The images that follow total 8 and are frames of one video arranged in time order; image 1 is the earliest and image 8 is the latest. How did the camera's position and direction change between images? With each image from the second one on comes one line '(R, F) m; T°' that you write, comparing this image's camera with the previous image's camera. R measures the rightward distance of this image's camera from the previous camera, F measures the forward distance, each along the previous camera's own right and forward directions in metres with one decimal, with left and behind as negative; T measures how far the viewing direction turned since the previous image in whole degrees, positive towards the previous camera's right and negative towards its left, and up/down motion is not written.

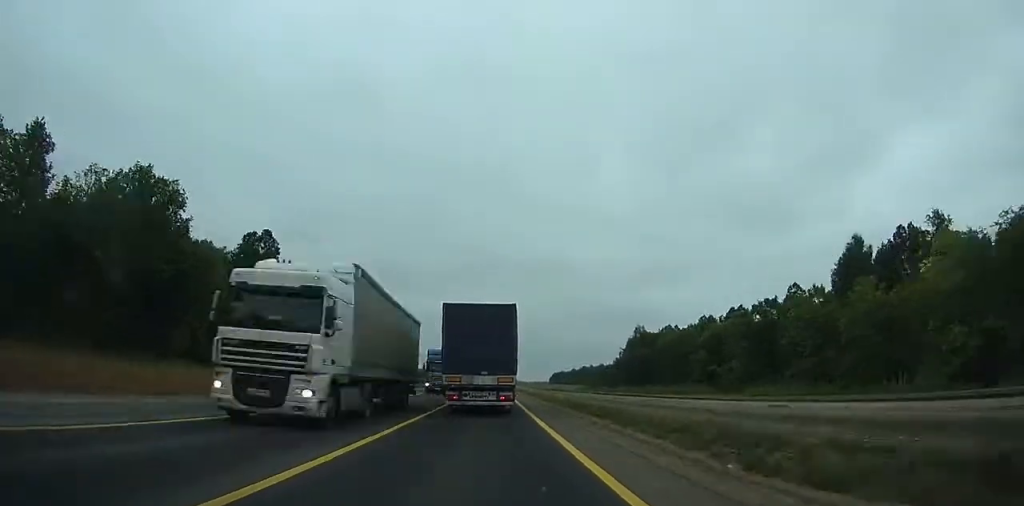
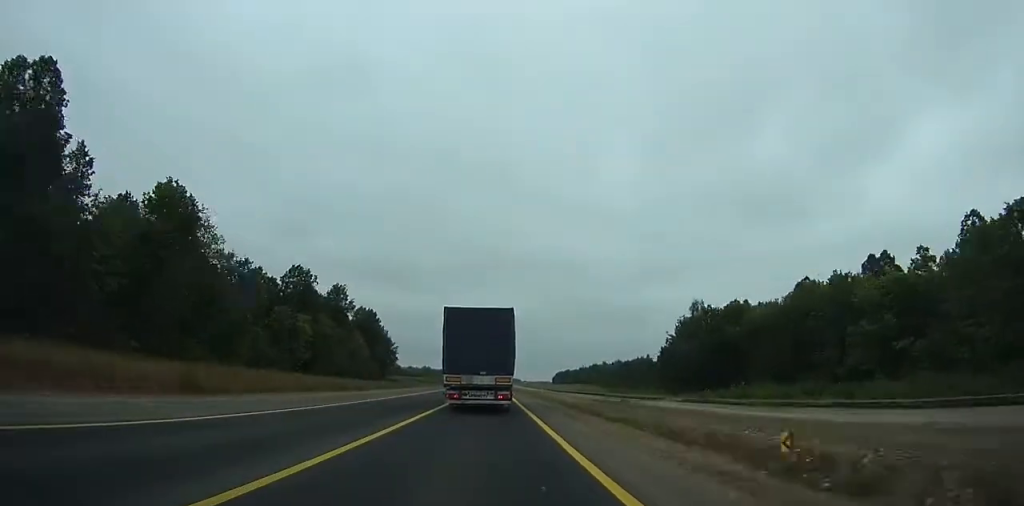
(0.0, +51.5) m; 0°
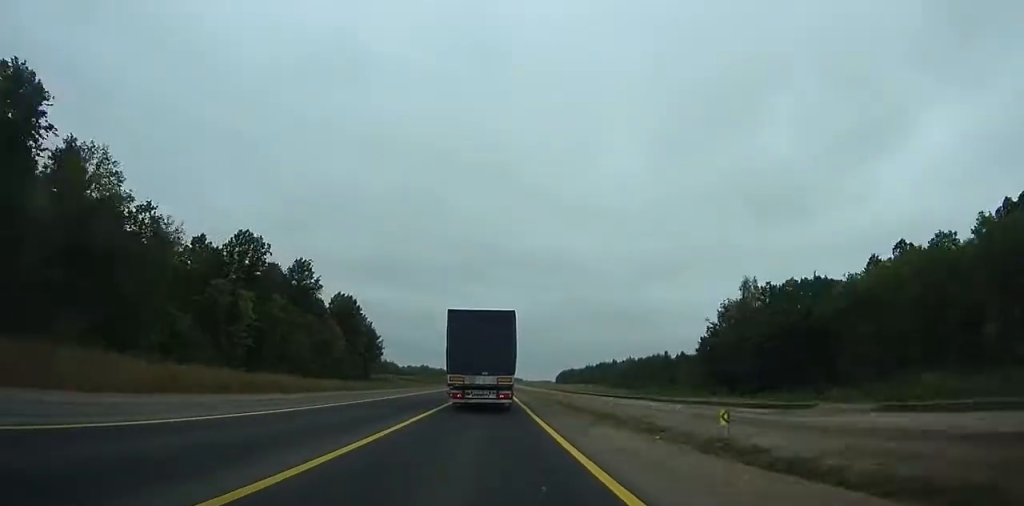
(+0.1, +26.8) m; 0°
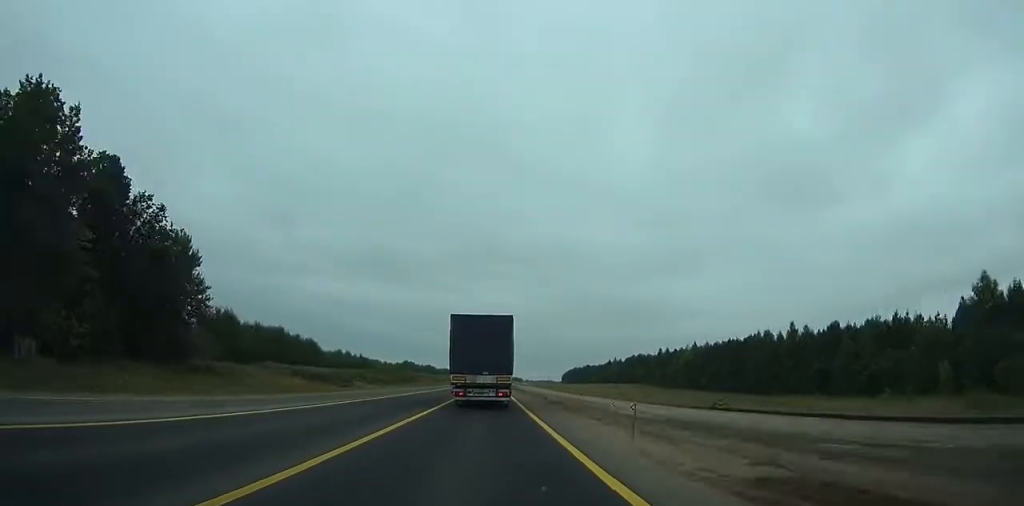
(-0.4, +104.3) m; 0°
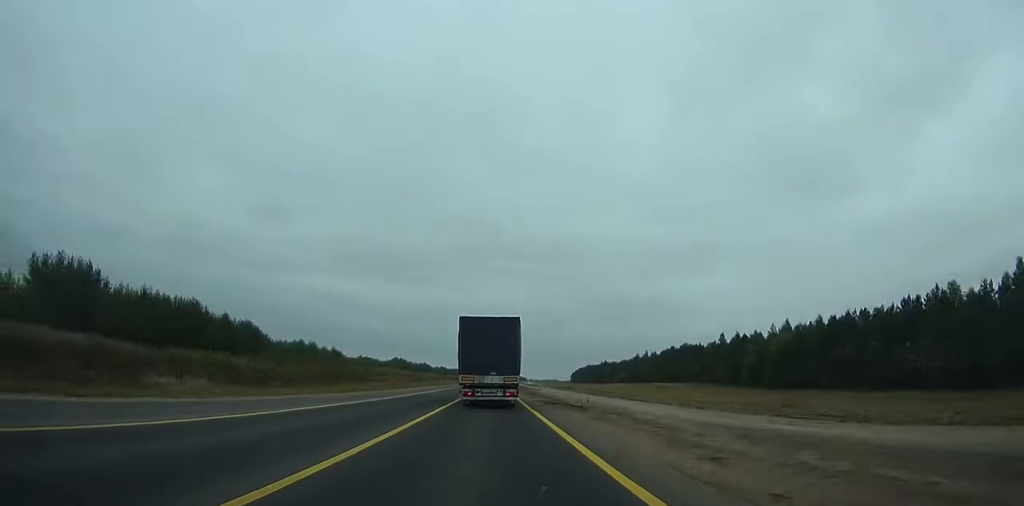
(-0.3, +65.4) m; 0°
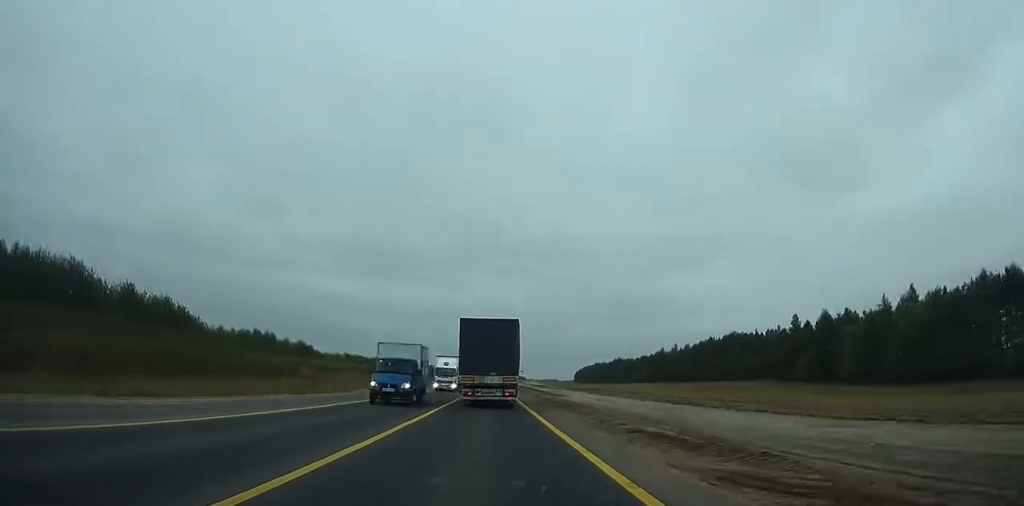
(-0.1, +48.7) m; 0°
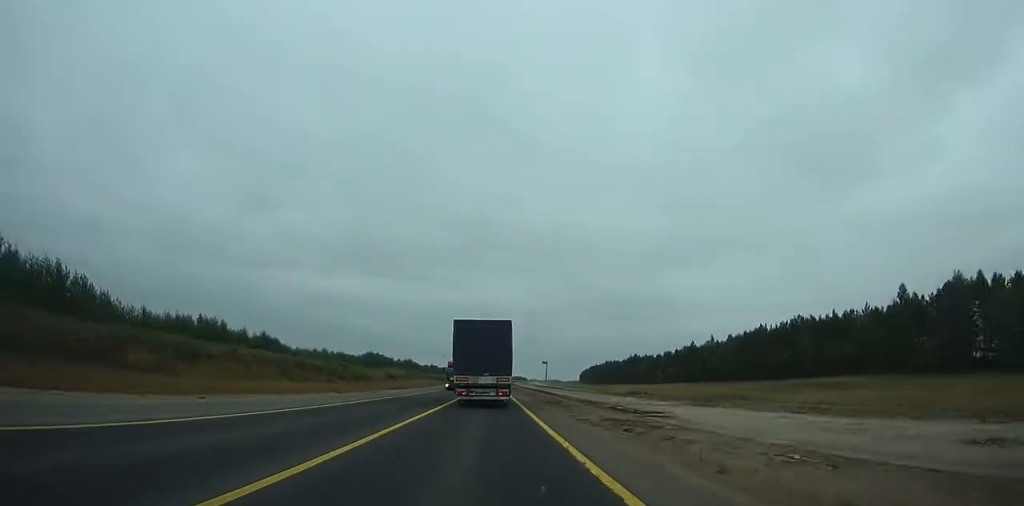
(+0.1, +40.2) m; 0°
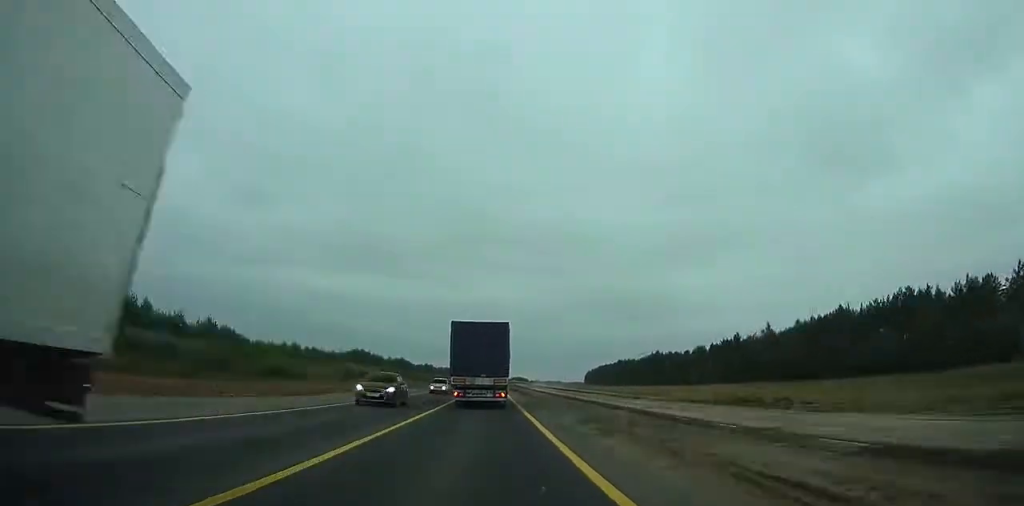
(+0.1, +39.8) m; 0°
